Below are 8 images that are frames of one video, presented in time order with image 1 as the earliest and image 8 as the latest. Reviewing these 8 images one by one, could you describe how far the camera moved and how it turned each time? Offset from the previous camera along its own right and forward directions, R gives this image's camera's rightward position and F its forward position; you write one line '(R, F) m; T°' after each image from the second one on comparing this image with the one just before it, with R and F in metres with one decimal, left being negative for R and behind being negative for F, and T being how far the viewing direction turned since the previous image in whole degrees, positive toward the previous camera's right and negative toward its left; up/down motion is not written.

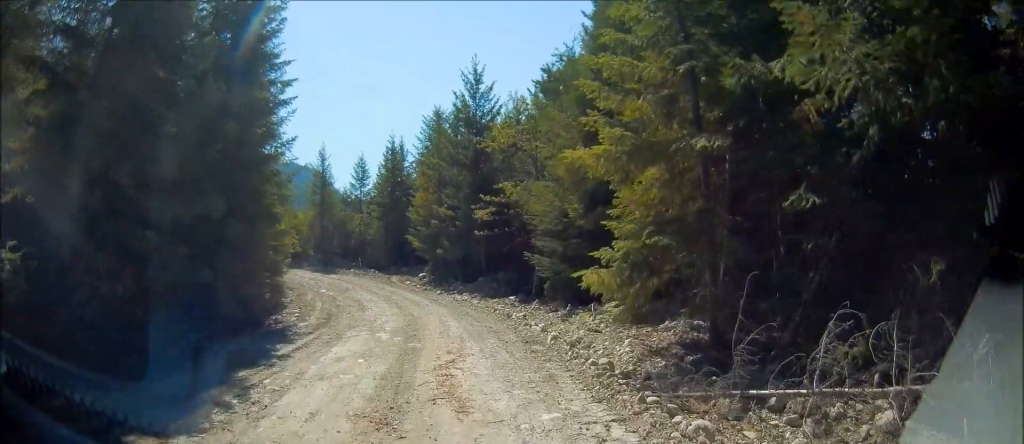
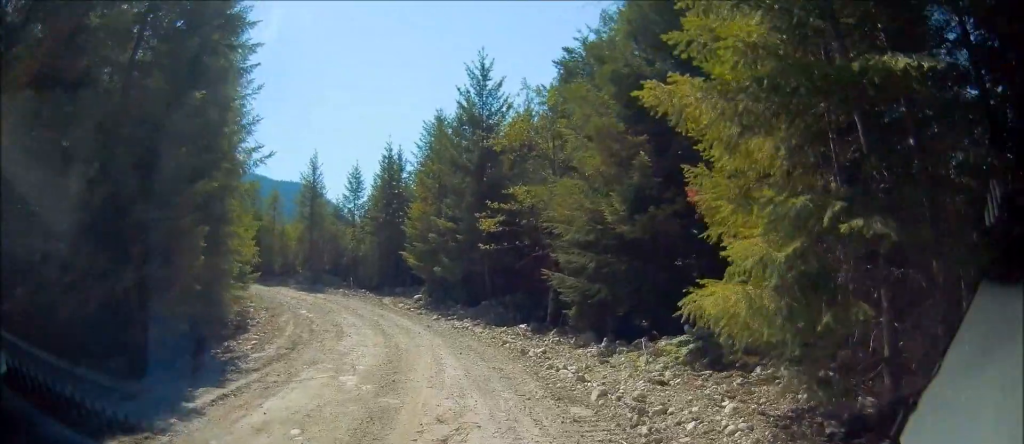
(-0.2, +4.5) m; 0°
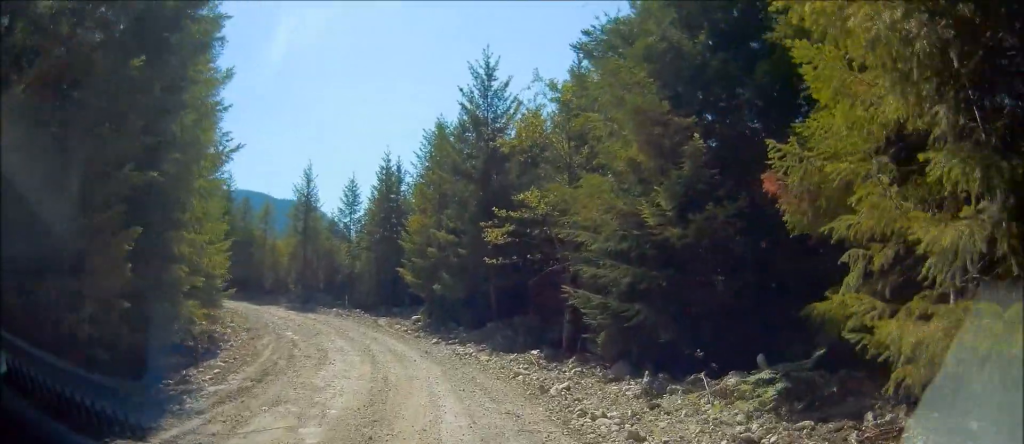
(-0.1, +2.9) m; +3°
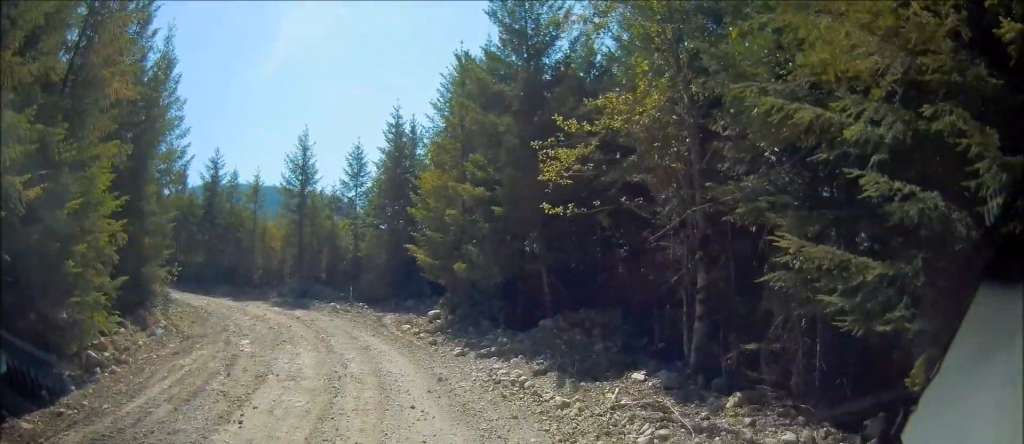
(+0.4, +8.2) m; 0°
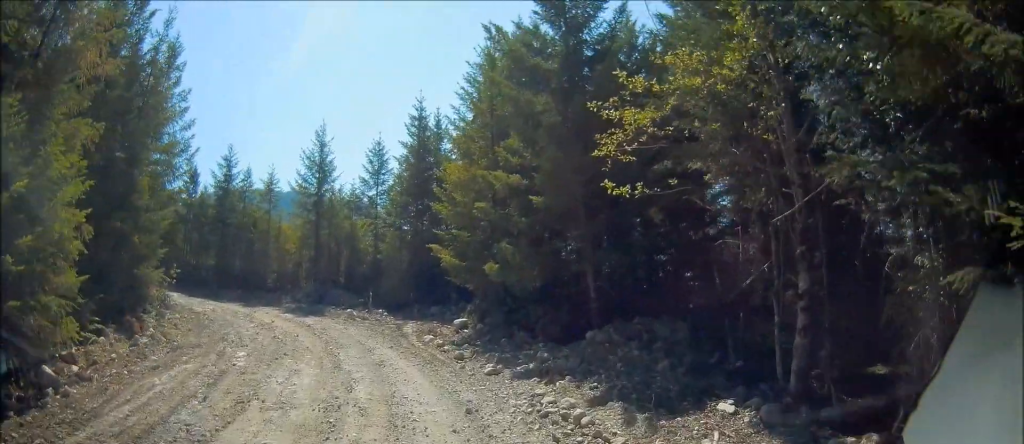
(-0.1, +2.4) m; -1°
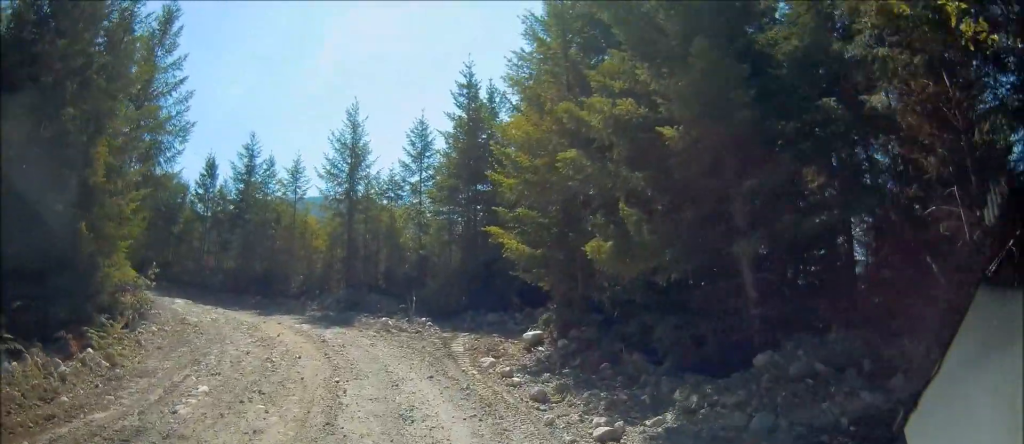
(0.0, +5.2) m; -3°
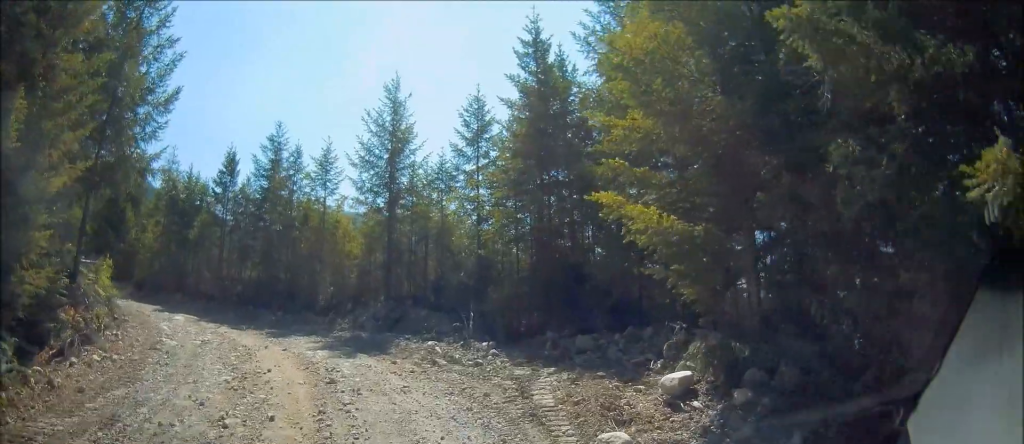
(-0.4, +5.1) m; -10°
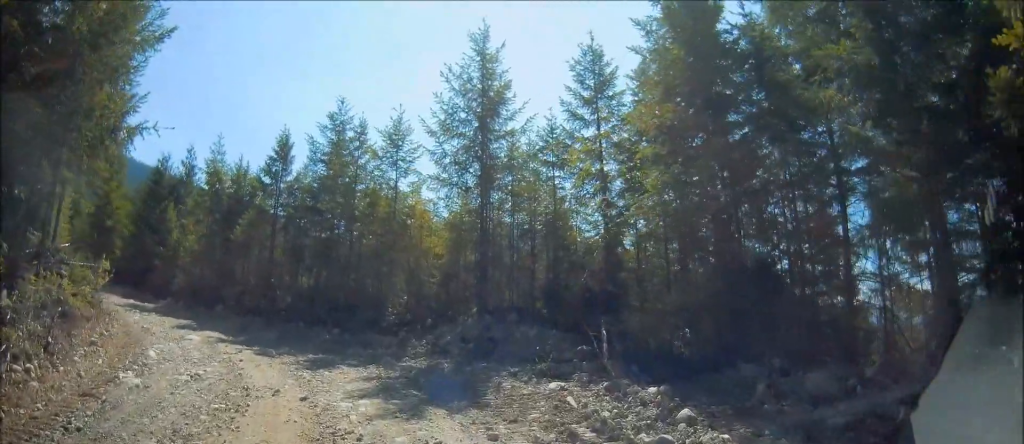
(-0.4, +5.5) m; -4°
